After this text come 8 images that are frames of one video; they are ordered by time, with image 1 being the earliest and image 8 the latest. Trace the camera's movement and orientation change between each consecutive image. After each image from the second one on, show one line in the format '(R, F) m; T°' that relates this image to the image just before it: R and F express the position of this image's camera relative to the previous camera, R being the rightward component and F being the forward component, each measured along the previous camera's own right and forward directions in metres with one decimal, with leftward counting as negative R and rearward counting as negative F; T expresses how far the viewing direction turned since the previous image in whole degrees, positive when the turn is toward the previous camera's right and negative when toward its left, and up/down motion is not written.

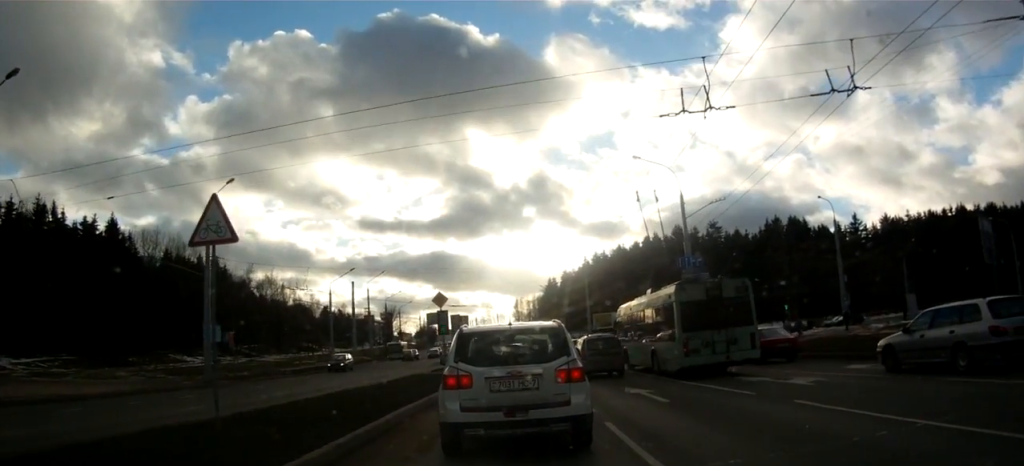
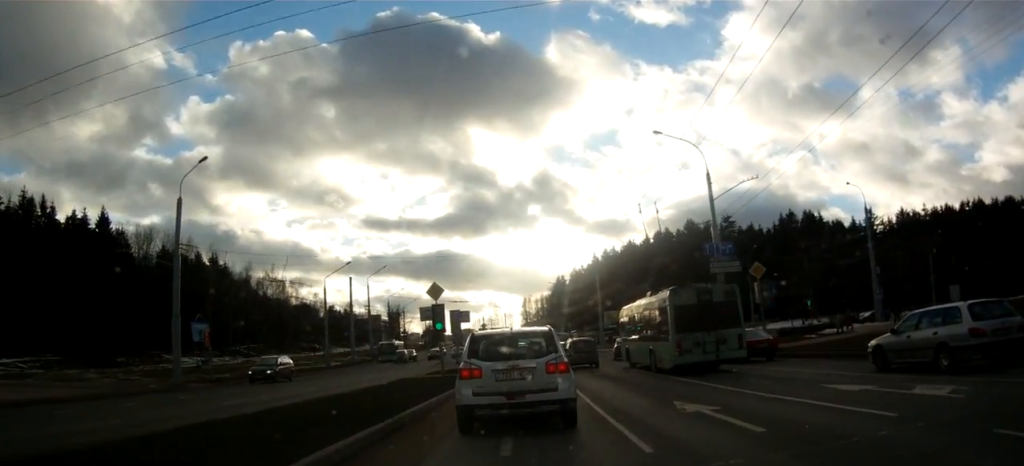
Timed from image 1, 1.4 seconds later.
(-0.2, +3.6) m; -6°
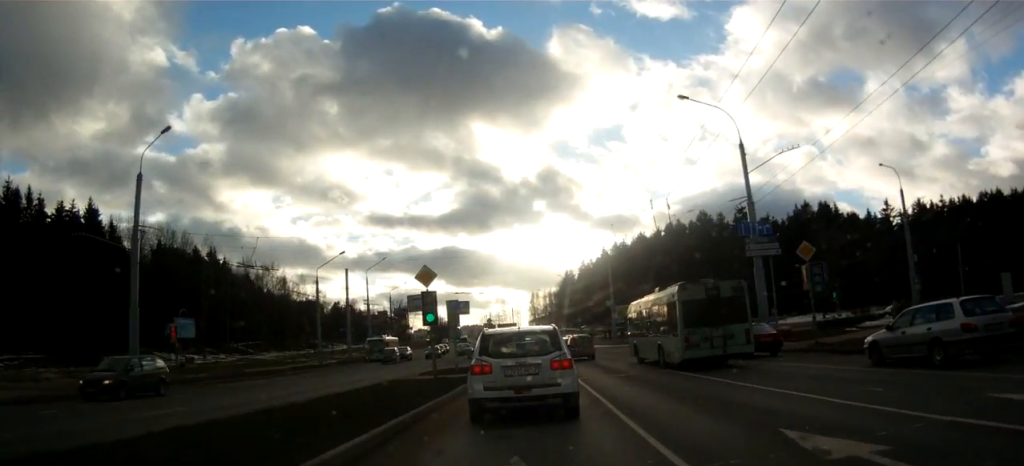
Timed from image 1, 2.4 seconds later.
(-0.1, +4.1) m; +3°
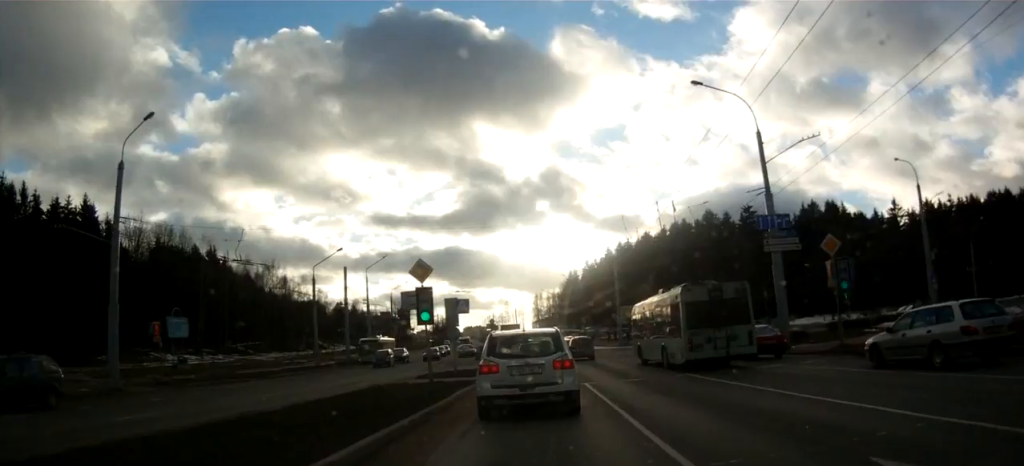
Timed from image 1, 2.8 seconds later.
(+0.1, +2.0) m; +1°
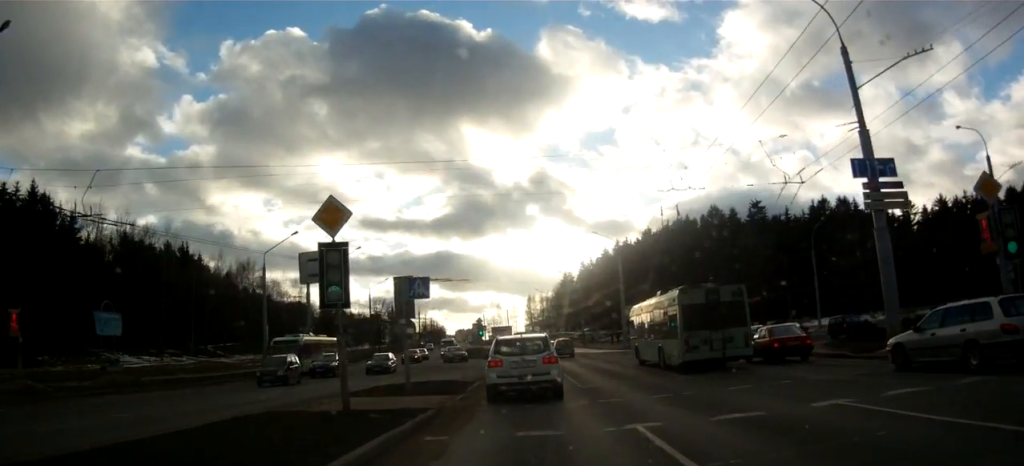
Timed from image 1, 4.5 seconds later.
(+0.1, +9.9) m; -2°
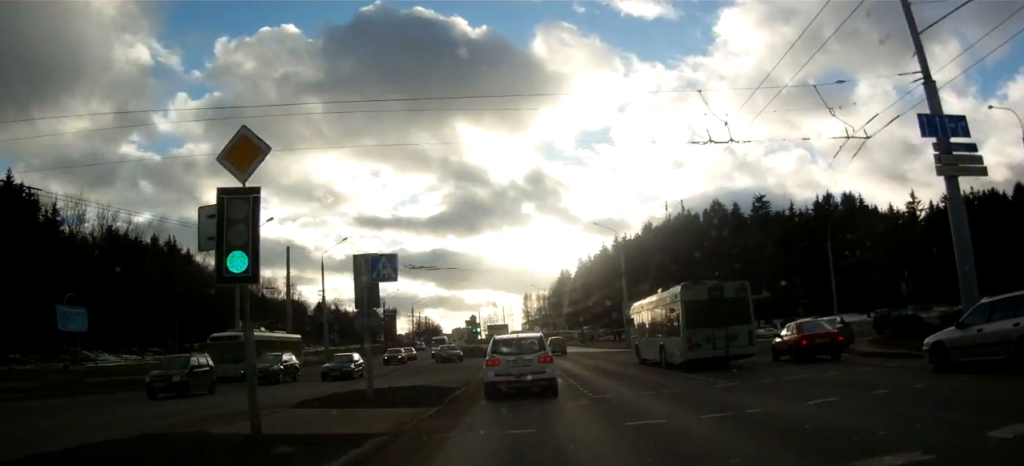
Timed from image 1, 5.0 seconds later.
(-0.1, +4.3) m; 0°
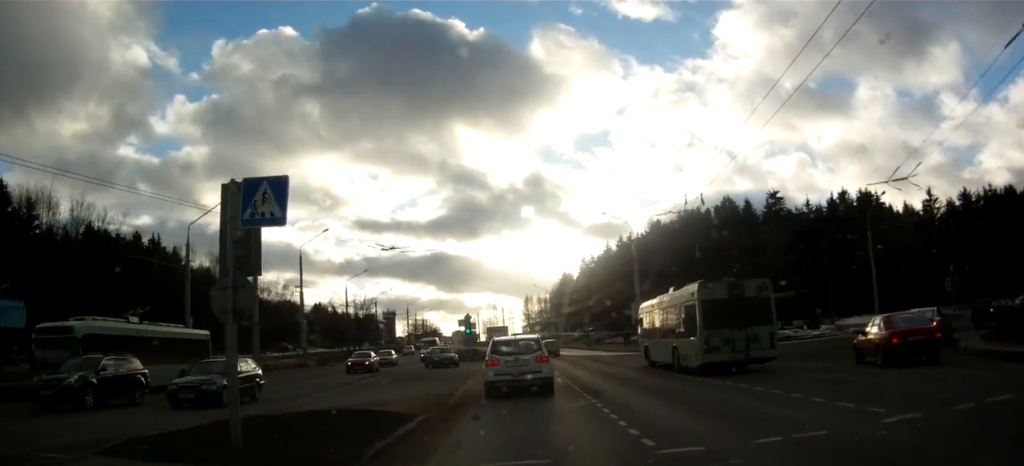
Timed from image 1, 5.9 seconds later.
(0.0, +7.1) m; 0°
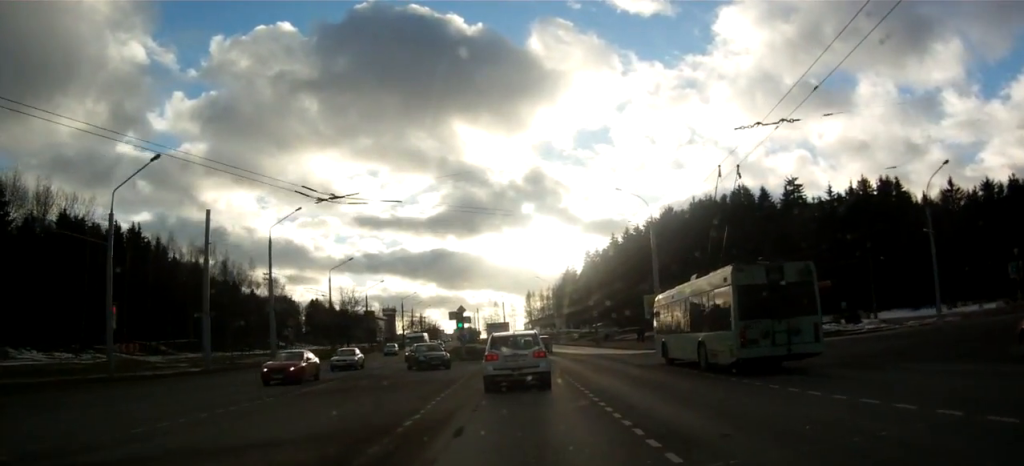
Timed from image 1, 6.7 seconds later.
(+0.1, +8.0) m; +1°
